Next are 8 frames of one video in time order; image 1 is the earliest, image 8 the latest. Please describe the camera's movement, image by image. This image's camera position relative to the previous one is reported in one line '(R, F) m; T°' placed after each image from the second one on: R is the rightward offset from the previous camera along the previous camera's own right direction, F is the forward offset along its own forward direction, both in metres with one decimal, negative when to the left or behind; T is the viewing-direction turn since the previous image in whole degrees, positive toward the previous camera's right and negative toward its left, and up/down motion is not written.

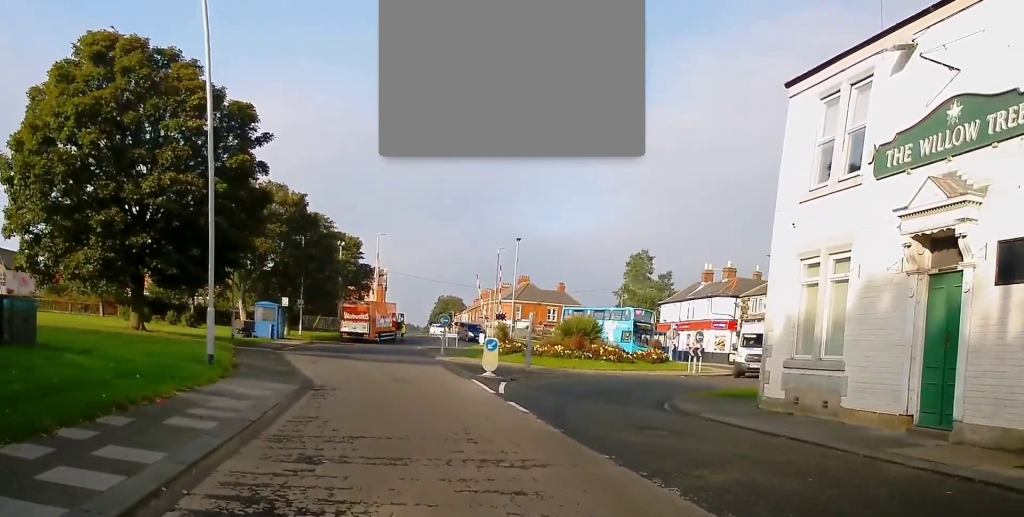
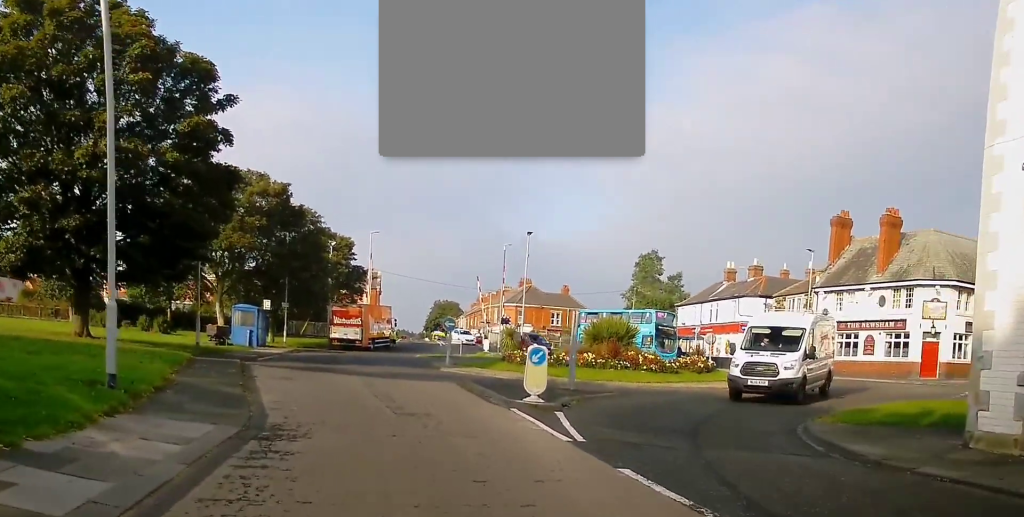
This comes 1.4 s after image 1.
(+0.3, +6.8) m; +1°
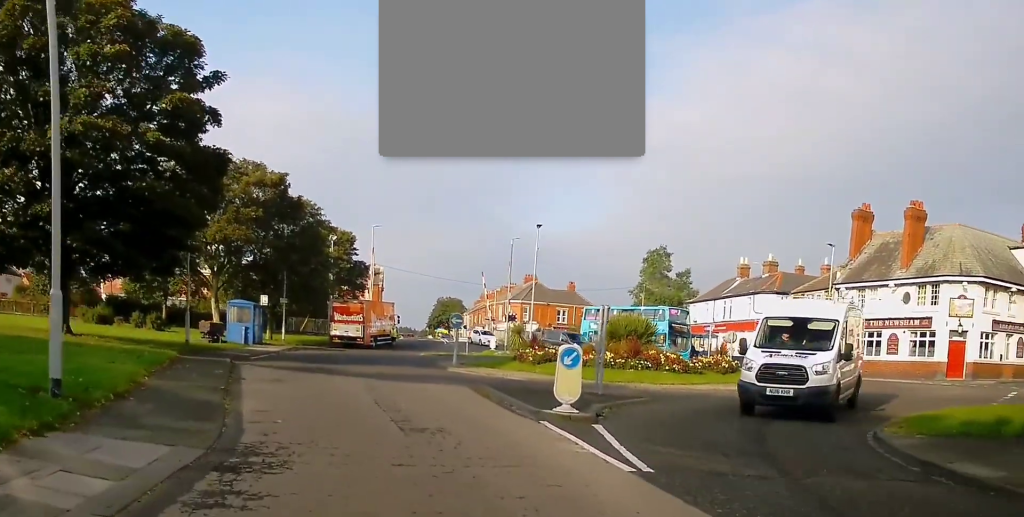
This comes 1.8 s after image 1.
(-0.2, +2.4) m; -1°
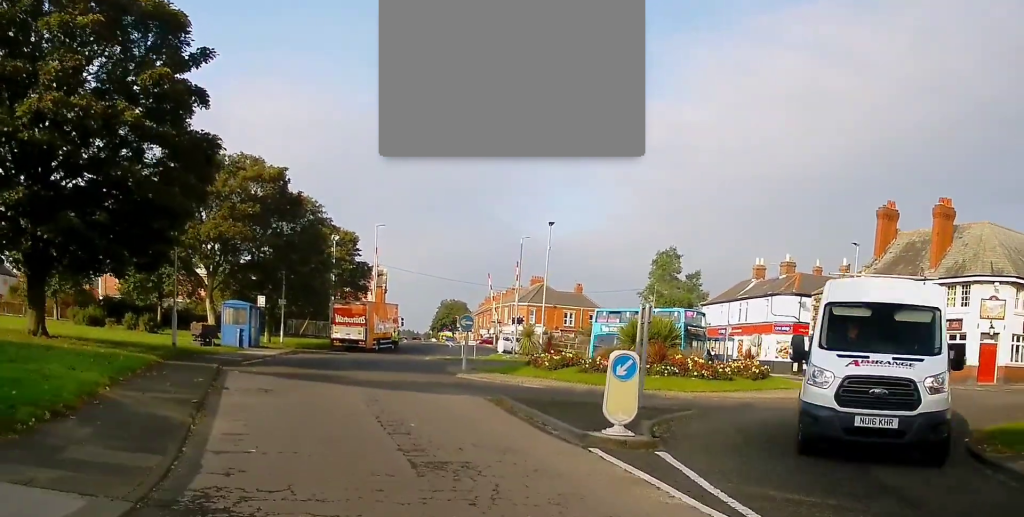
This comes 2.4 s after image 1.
(+0.1, +2.5) m; +1°
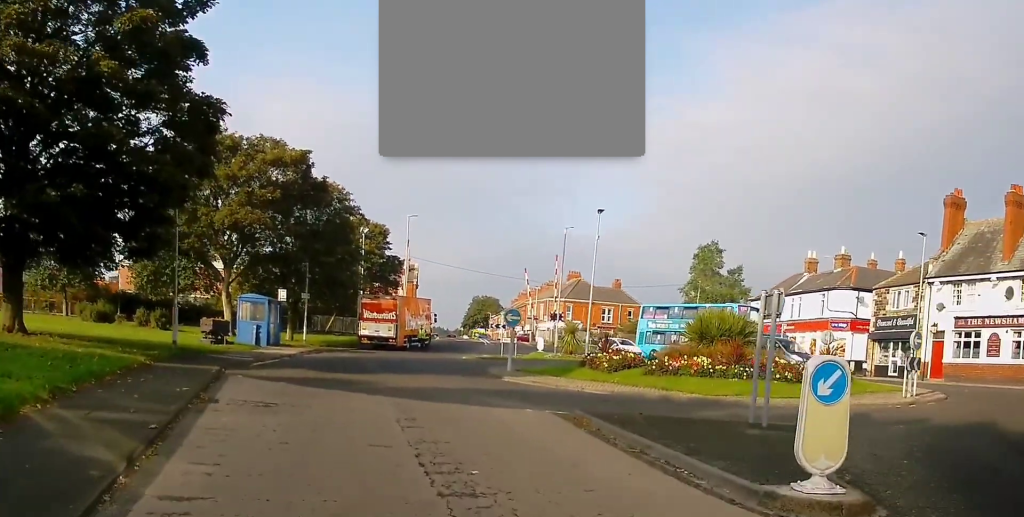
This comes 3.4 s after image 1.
(0.0, +4.1) m; -4°
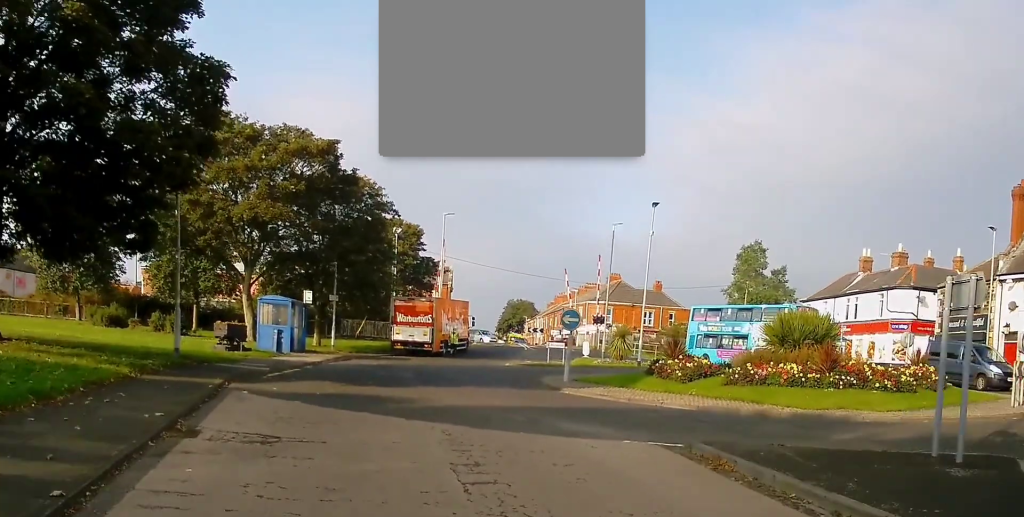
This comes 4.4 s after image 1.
(-0.3, +3.4) m; -5°
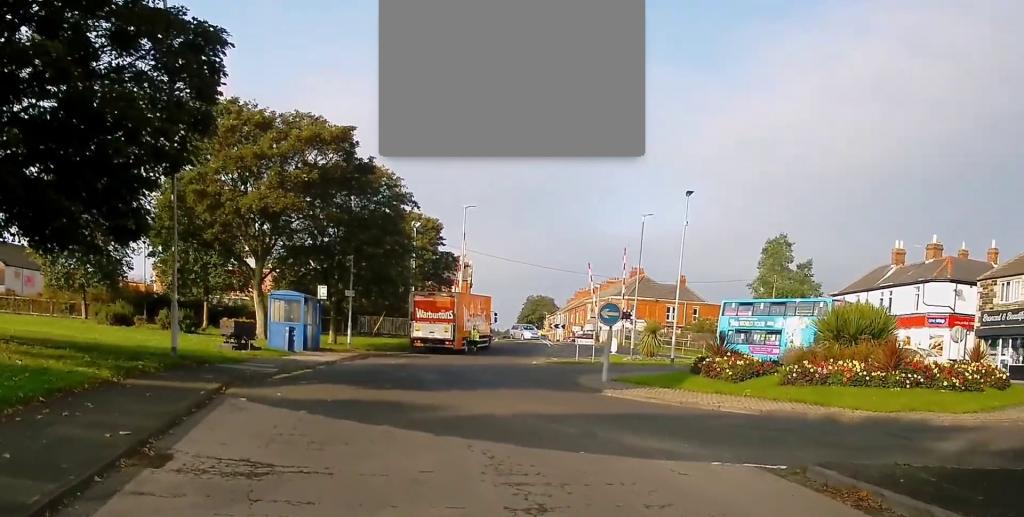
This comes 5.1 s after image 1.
(-0.1, +2.0) m; -1°
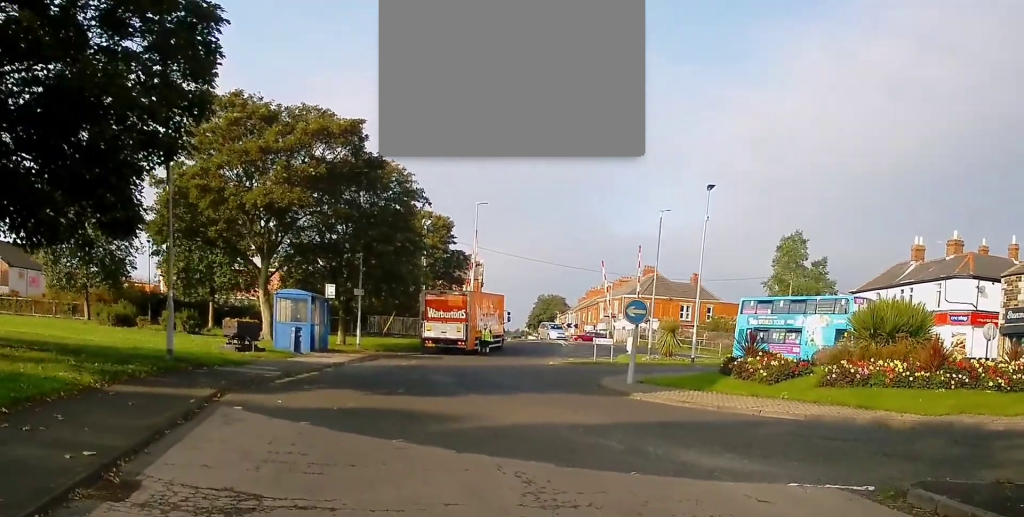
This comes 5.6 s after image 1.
(+0.2, +1.4) m; 0°
